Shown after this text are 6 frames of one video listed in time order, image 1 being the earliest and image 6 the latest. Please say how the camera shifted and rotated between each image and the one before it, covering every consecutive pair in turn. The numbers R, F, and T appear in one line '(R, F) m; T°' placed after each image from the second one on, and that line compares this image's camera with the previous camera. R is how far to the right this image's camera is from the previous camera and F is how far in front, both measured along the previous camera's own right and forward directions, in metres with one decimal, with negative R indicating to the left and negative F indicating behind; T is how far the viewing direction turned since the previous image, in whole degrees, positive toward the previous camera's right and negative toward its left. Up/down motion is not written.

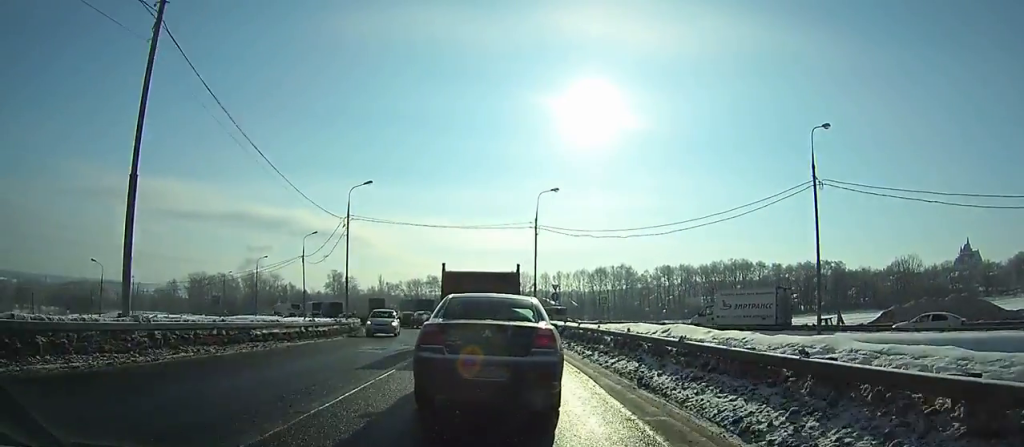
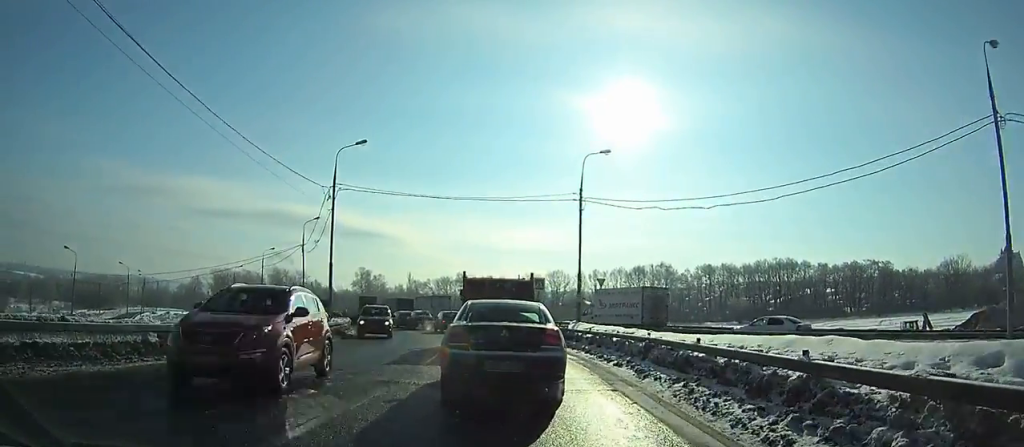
(0.0, +12.1) m; -1°
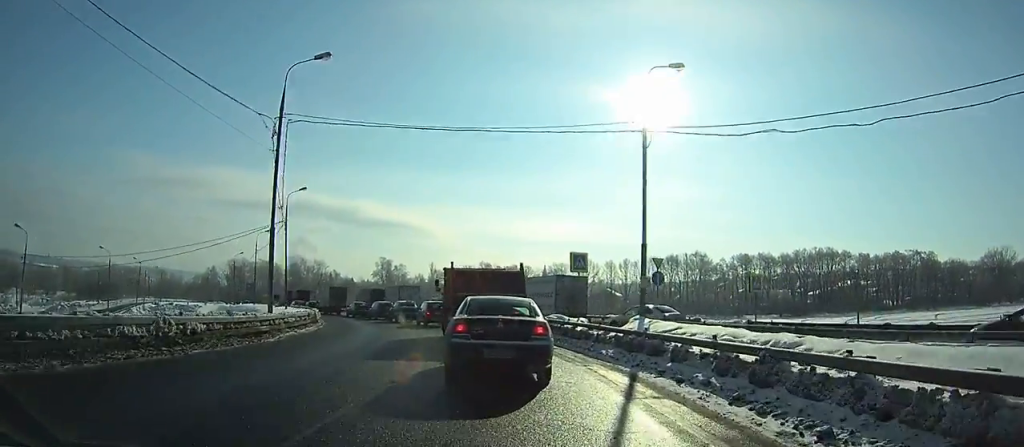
(-0.5, +11.8) m; -4°
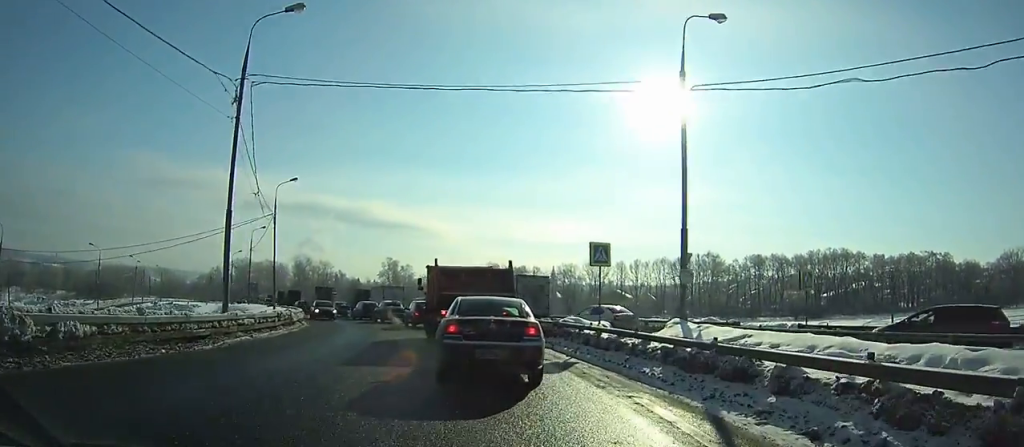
(-0.1, +4.7) m; -2°
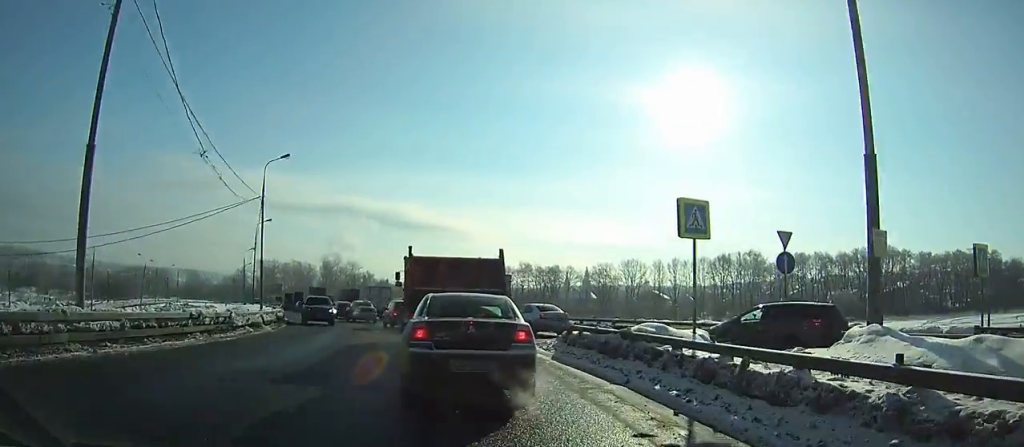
(-0.3, +8.6) m; -4°
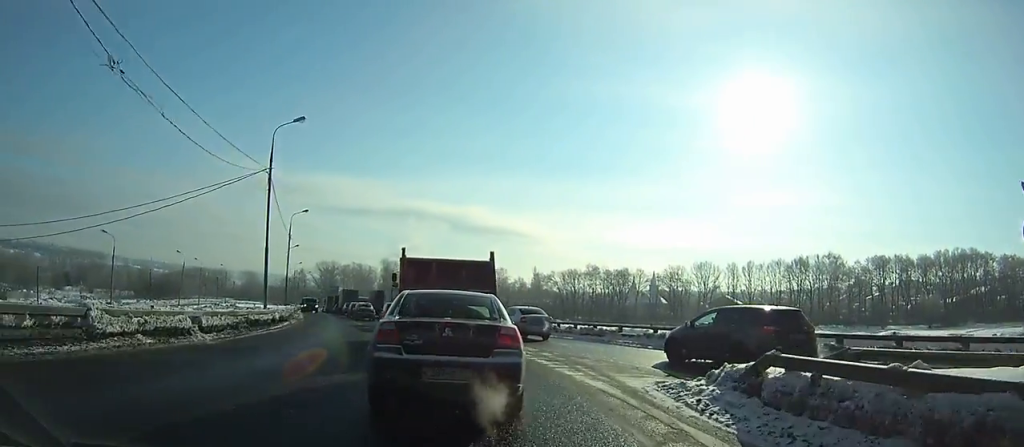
(-0.4, +10.8) m; -2°
